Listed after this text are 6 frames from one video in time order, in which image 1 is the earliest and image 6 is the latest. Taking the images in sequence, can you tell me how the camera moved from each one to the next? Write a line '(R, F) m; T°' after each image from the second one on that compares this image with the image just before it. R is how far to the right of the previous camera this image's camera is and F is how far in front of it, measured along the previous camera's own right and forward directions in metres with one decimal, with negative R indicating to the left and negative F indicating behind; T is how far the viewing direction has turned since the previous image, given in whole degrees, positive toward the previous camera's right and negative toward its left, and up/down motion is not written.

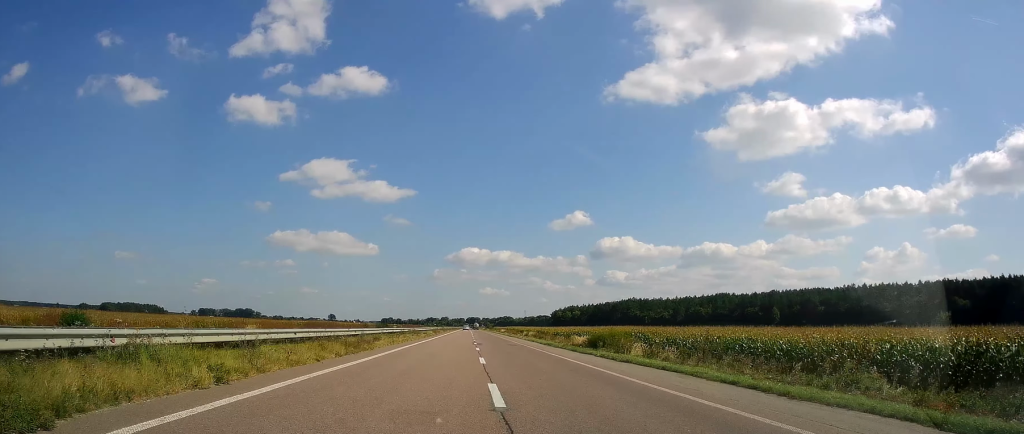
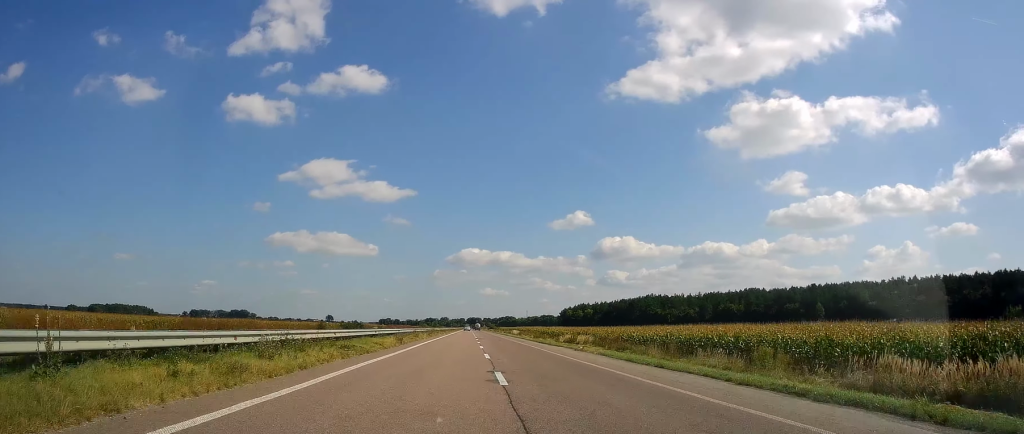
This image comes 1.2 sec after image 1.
(-0.7, +42.9) m; 0°
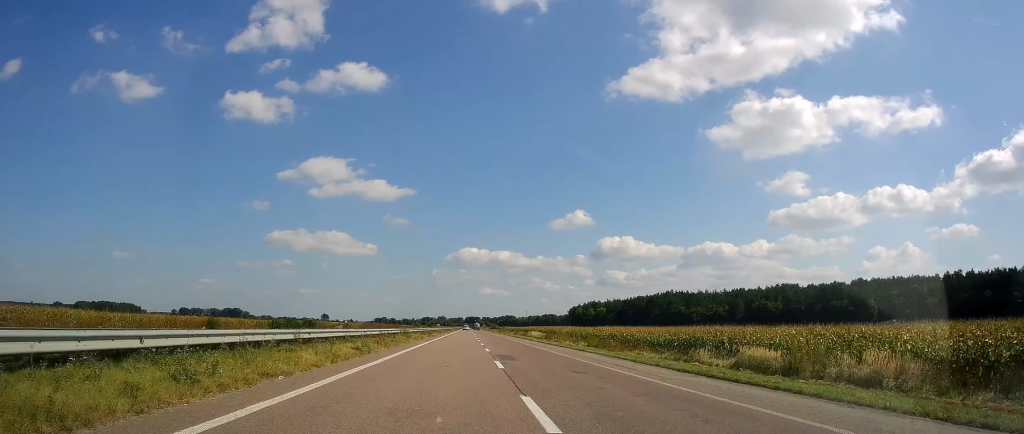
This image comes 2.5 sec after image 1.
(+0.9, +42.9) m; +1°
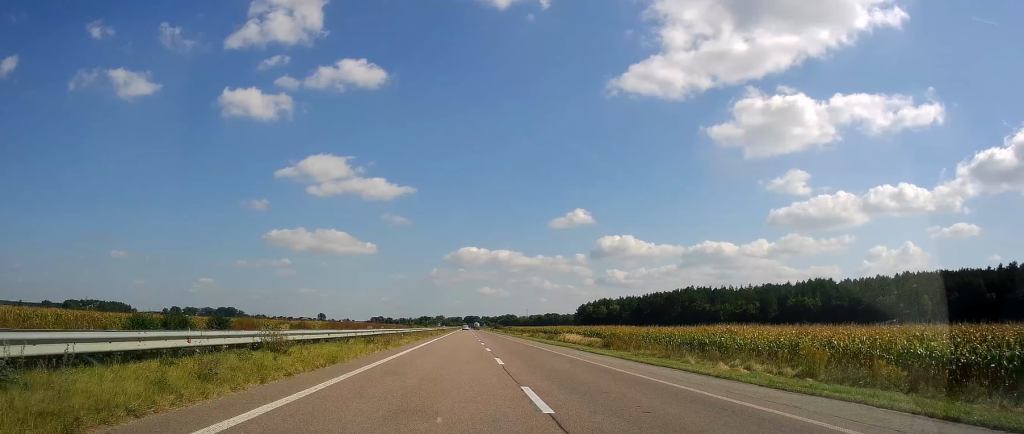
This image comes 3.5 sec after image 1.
(-0.5, +34.4) m; -1°
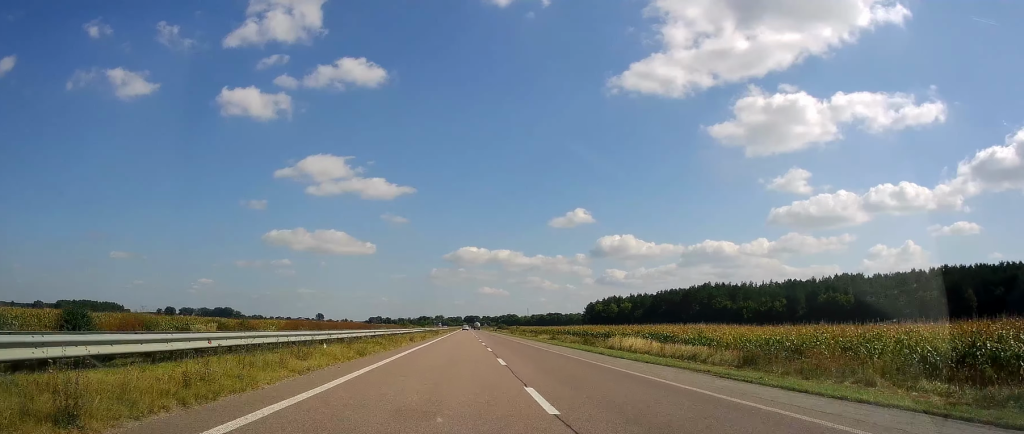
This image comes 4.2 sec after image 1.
(-0.1, +24.4) m; +1°
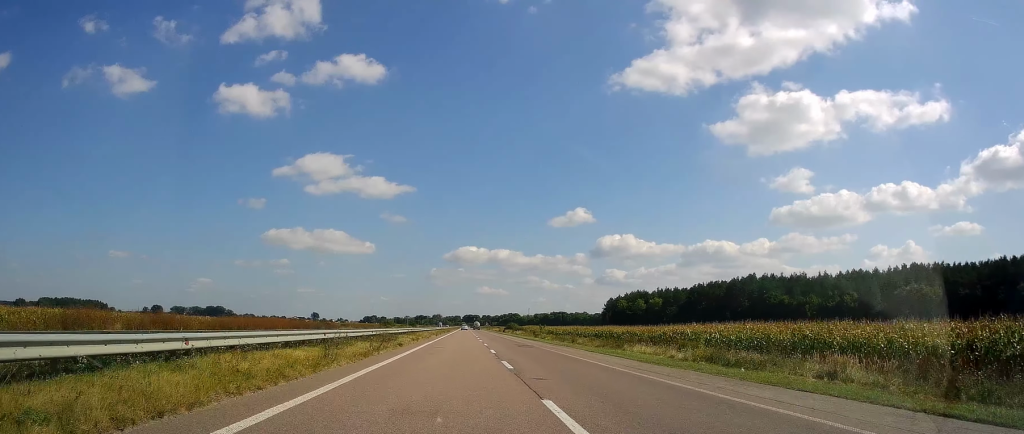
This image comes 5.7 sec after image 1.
(+0.6, +50.2) m; 0°
